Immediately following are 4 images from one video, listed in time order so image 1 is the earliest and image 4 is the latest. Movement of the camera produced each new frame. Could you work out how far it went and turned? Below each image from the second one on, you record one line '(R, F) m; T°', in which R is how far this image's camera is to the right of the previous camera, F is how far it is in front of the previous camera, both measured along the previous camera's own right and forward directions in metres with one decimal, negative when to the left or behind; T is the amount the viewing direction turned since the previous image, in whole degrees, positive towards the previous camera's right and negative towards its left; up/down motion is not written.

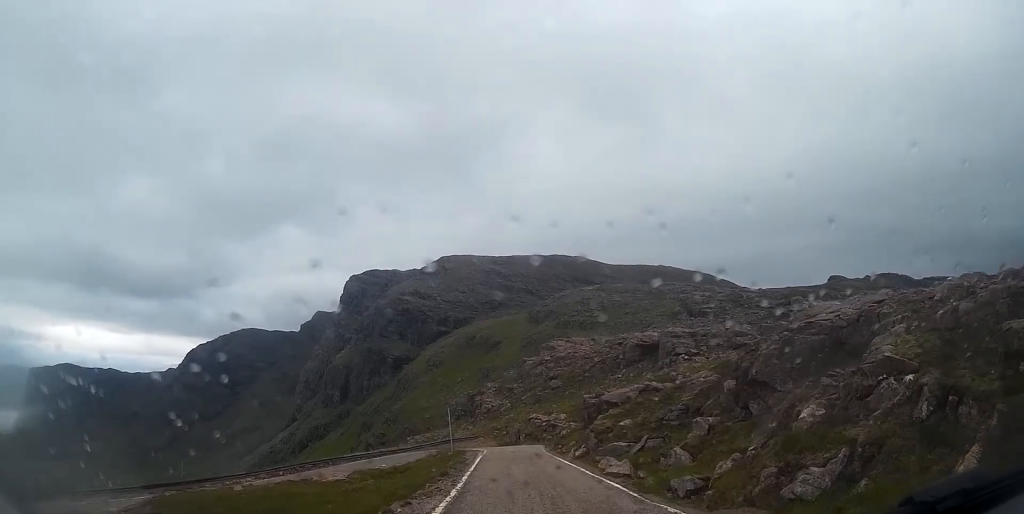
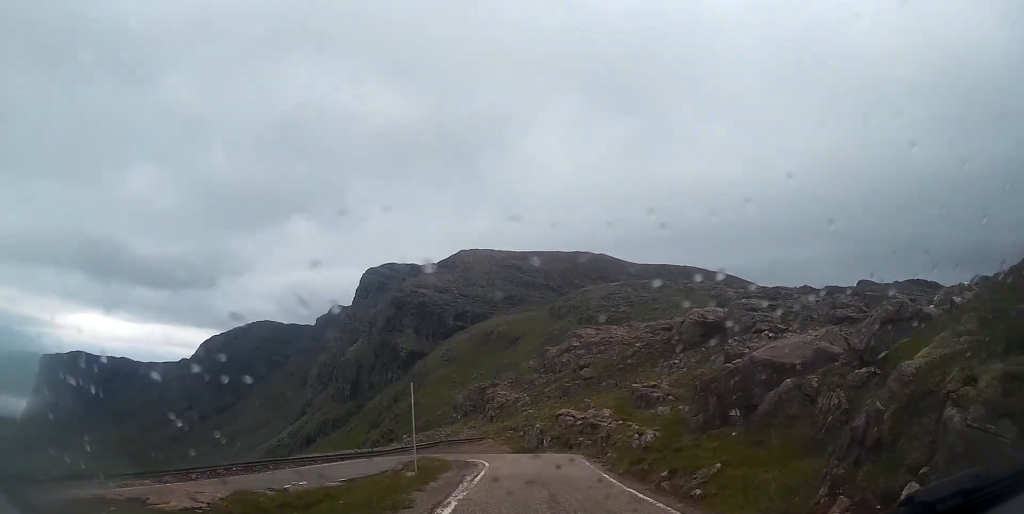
(+0.3, +16.6) m; +2°
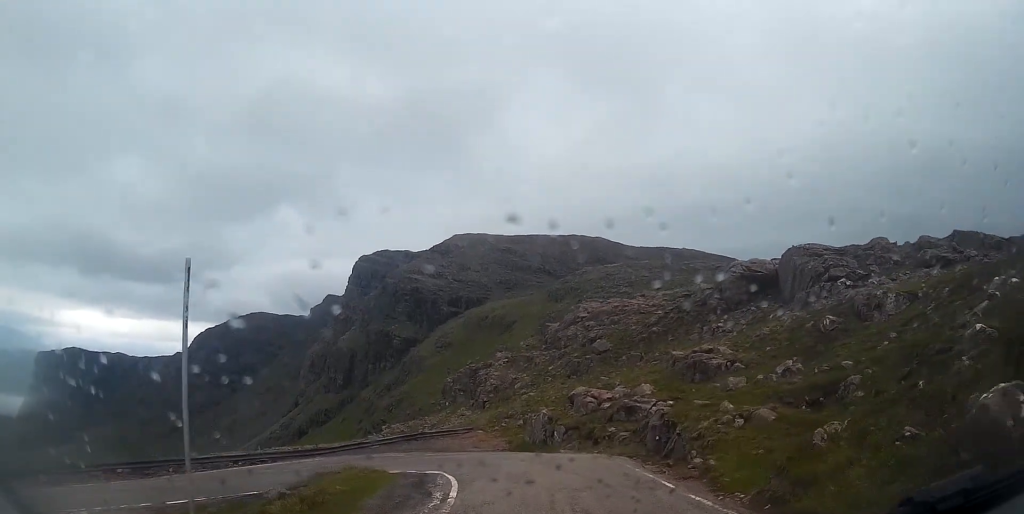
(0.0, +11.6) m; 0°
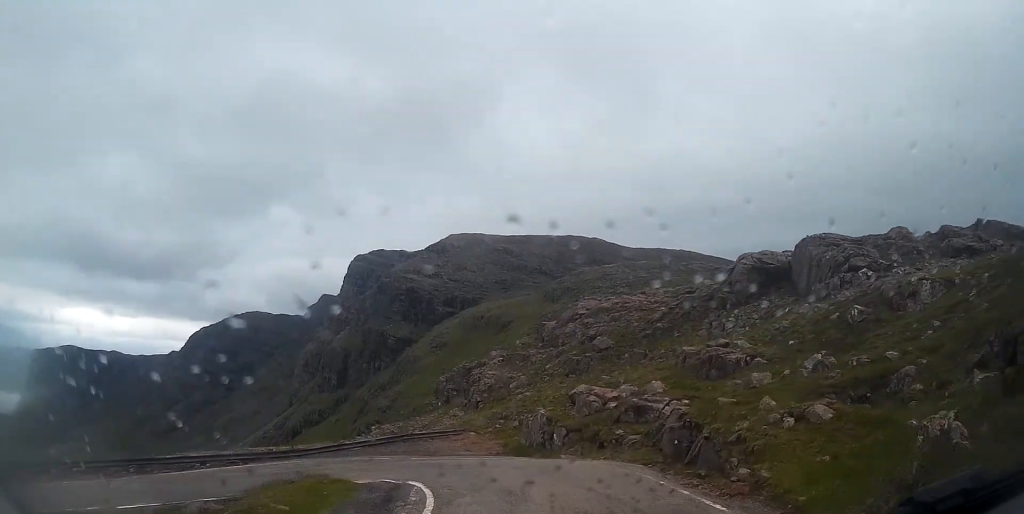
(0.0, +2.8) m; 0°
